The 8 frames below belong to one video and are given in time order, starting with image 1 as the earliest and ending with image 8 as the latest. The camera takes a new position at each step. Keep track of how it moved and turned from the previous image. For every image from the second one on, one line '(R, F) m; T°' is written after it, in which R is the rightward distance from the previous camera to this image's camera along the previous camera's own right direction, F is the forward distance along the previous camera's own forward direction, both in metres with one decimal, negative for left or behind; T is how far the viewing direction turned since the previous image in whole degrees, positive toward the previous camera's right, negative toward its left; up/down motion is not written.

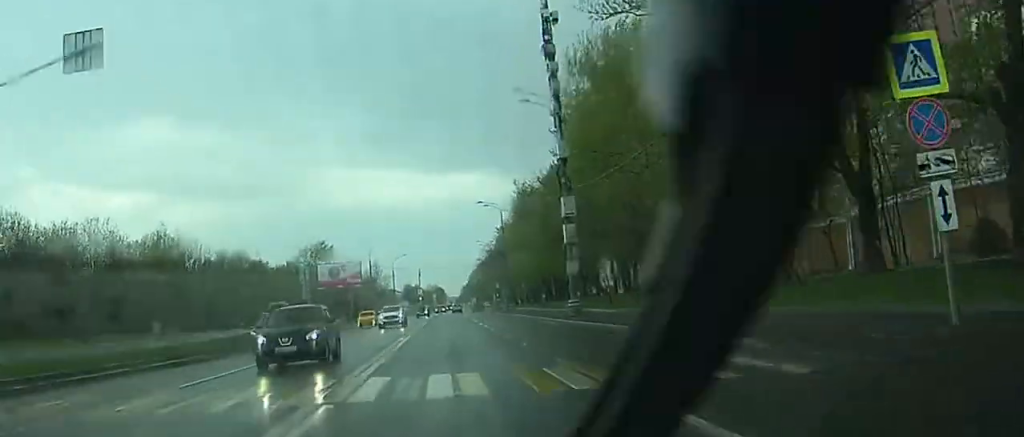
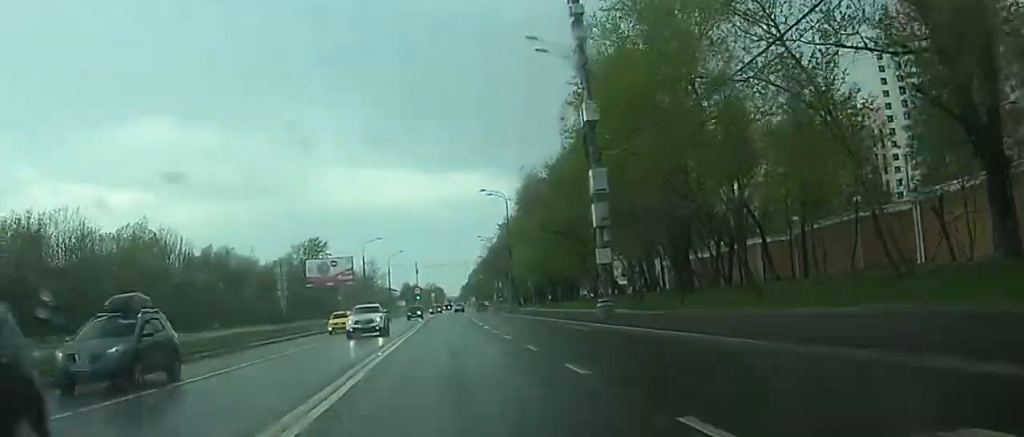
(0.0, +9.4) m; 0°
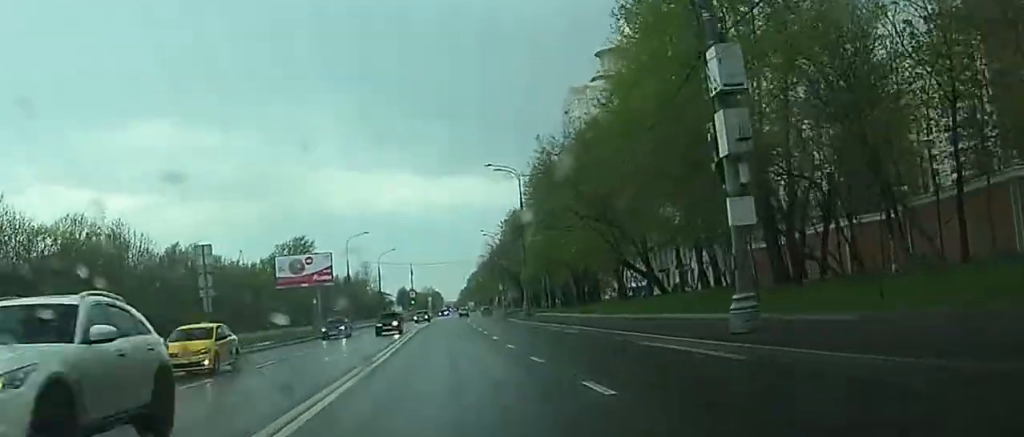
(+0.1, +18.2) m; 0°
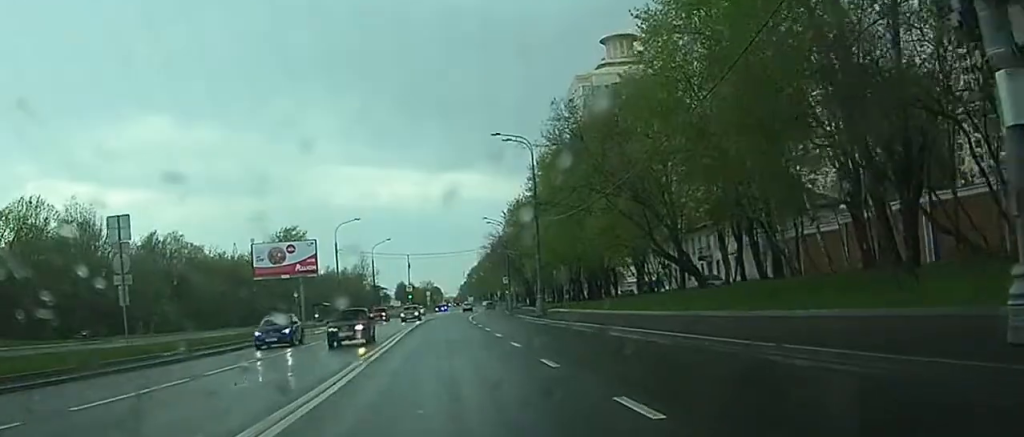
(0.0, +10.7) m; -1°
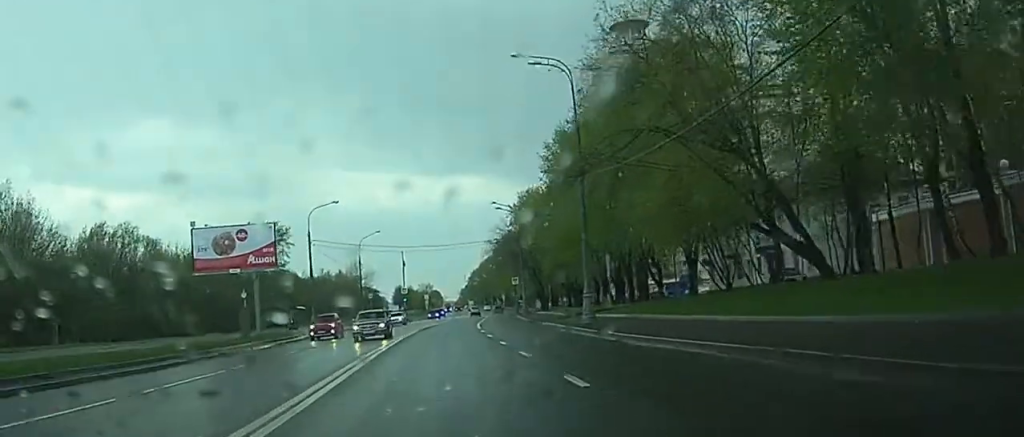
(-0.3, +19.6) m; -1°
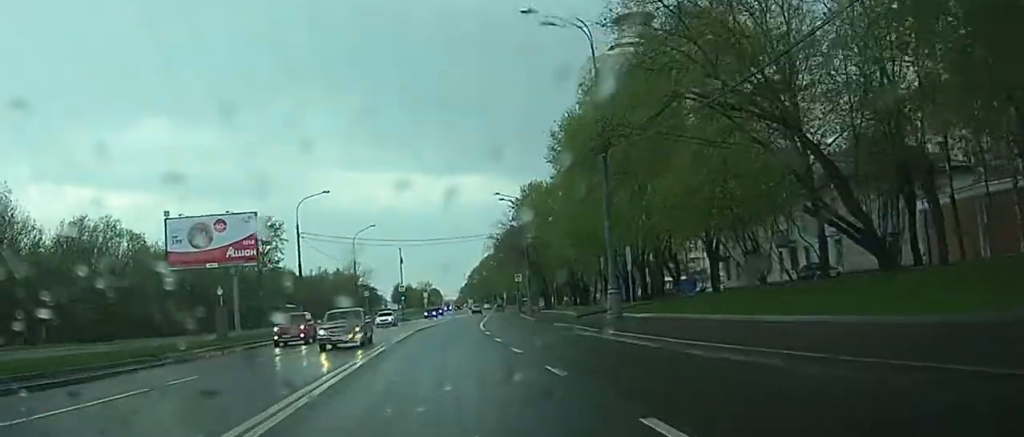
(+0.1, +6.0) m; 0°
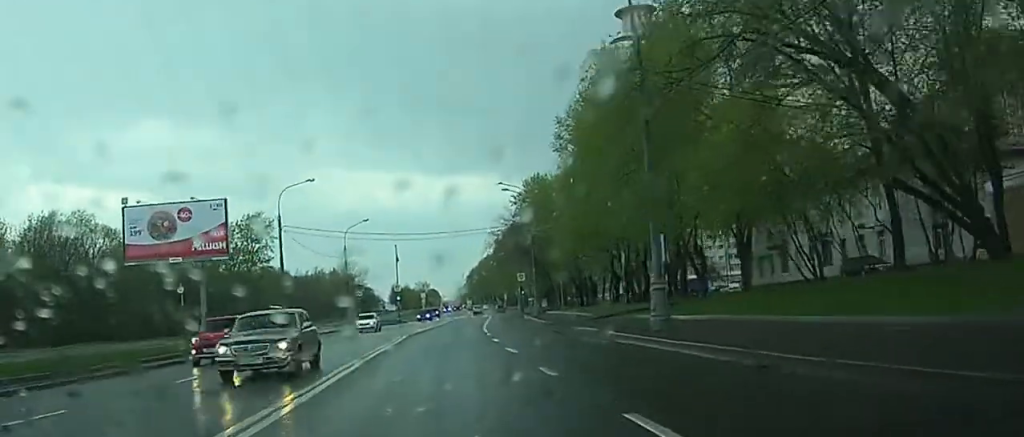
(0.0, +7.5) m; 0°
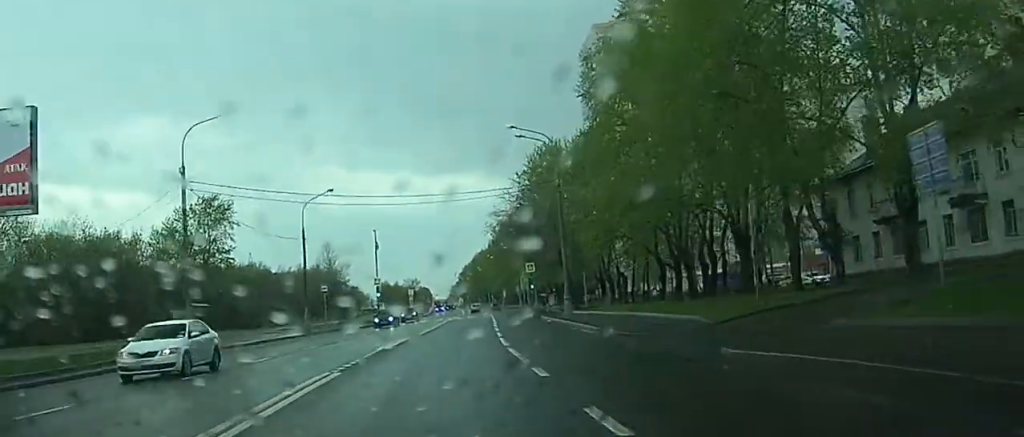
(+0.1, +24.3) m; +1°
